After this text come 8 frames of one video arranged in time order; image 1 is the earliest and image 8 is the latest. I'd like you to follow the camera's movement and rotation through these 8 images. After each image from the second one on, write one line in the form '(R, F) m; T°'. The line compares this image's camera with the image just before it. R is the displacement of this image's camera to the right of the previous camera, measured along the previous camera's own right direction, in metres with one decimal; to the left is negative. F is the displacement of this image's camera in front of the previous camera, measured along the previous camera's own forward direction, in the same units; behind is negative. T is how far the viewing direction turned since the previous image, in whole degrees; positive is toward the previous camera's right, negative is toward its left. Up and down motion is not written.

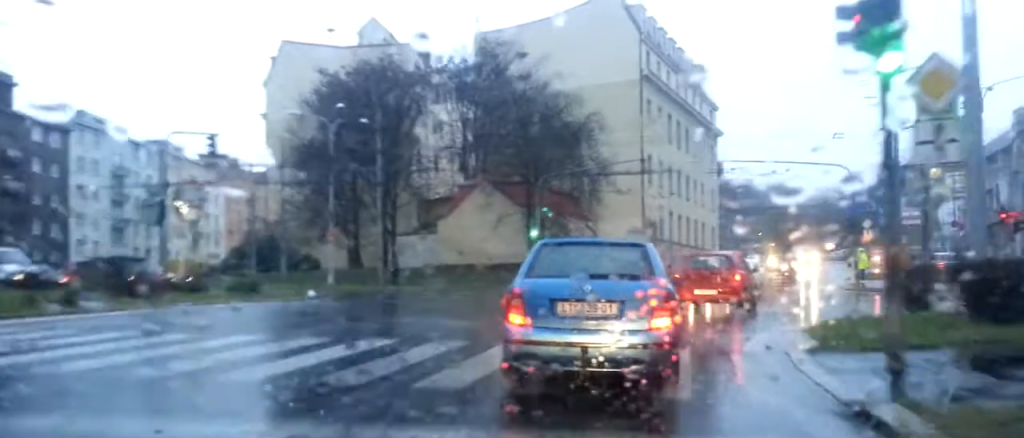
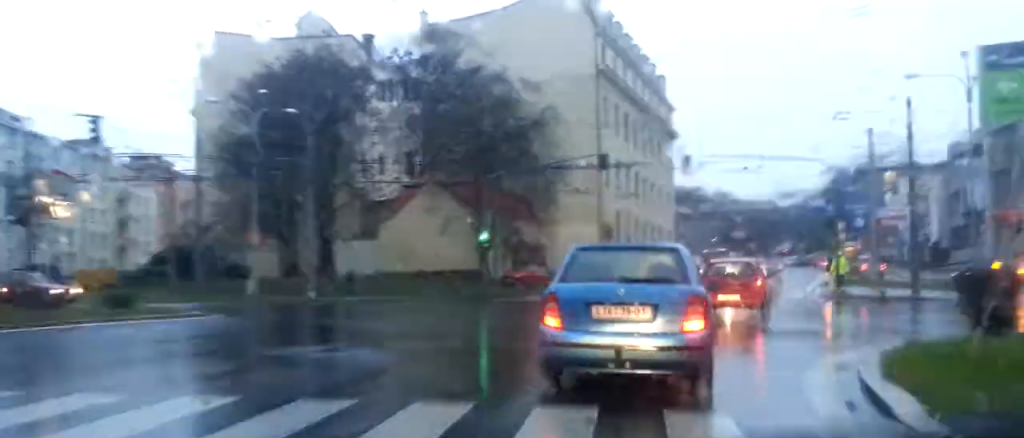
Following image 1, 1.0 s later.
(+0.4, +4.6) m; +7°
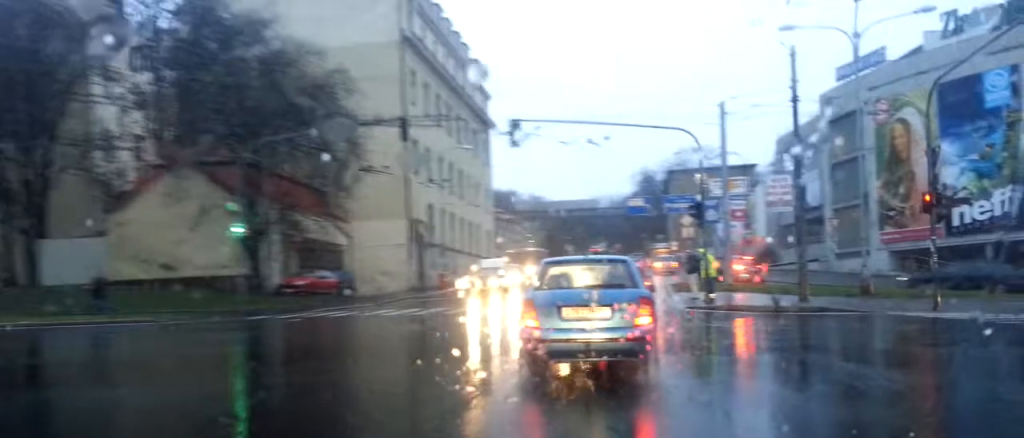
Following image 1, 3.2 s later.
(+0.8, +11.4) m; +10°
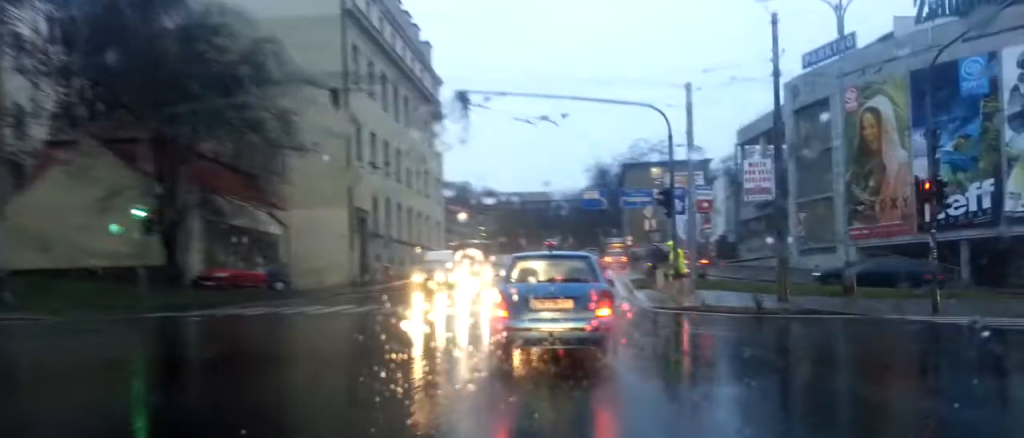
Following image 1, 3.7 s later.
(+0.2, +3.4) m; +3°
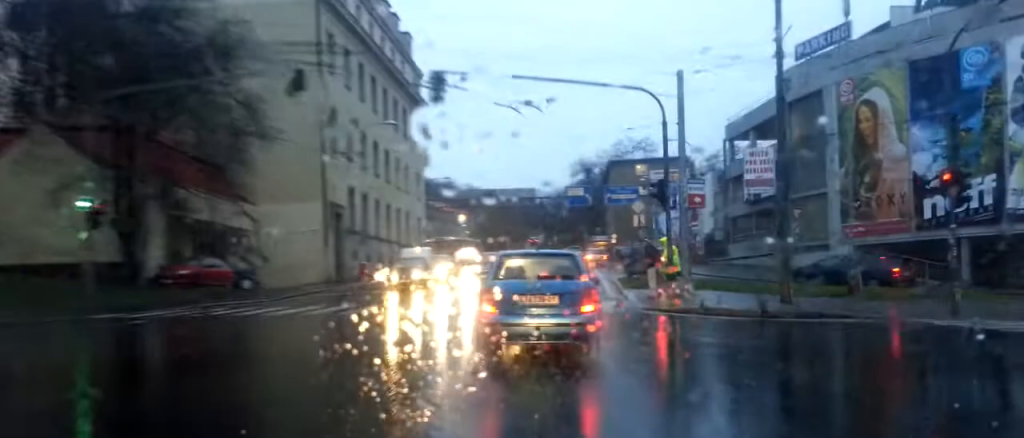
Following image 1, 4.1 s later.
(0.0, +2.7) m; +2°
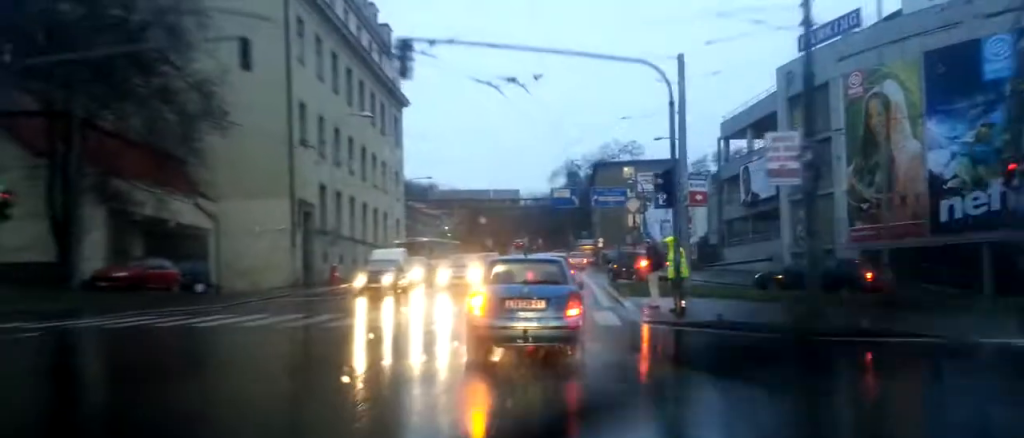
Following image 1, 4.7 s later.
(+0.1, +3.9) m; +1°
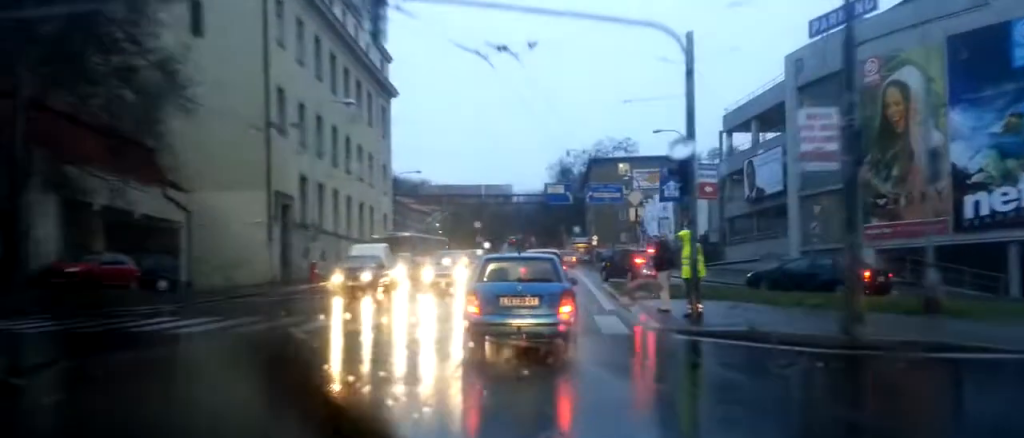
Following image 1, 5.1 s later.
(+0.1, +3.0) m; 0°
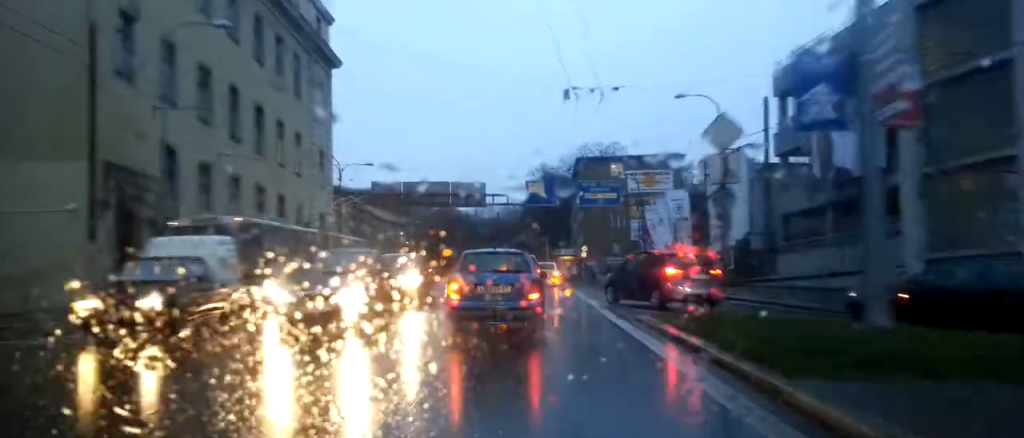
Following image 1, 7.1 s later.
(-0.6, +17.2) m; -1°
